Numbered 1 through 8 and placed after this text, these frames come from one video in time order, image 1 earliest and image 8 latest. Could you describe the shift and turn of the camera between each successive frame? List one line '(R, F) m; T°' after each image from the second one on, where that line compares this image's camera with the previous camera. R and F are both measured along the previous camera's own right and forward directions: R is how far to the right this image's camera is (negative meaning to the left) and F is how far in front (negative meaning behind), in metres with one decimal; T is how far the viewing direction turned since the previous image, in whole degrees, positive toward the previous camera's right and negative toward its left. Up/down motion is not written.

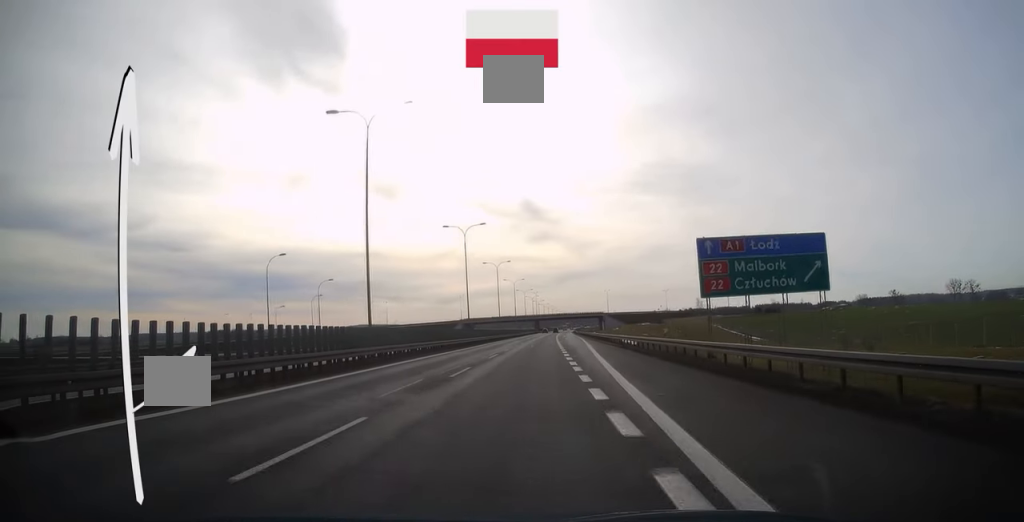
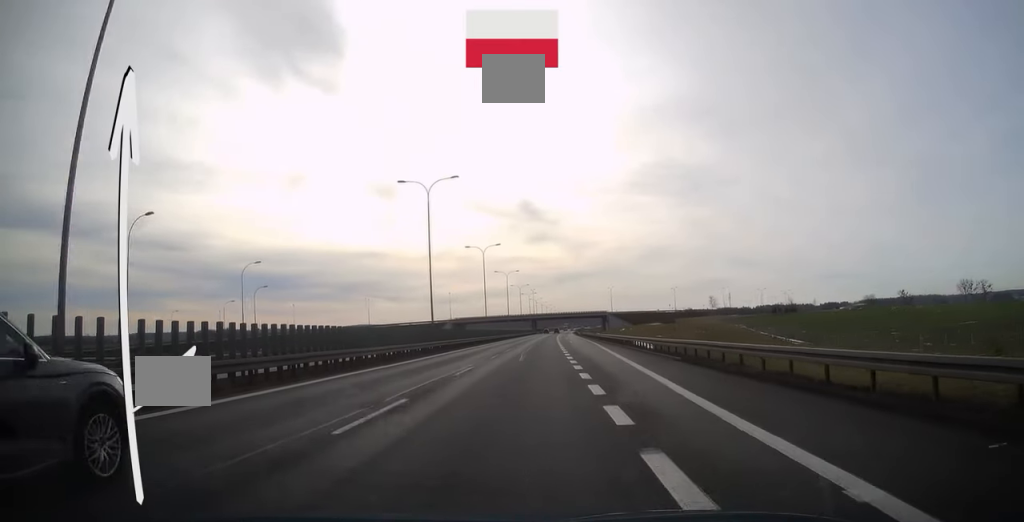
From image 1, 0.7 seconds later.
(+0.1, +22.5) m; 0°
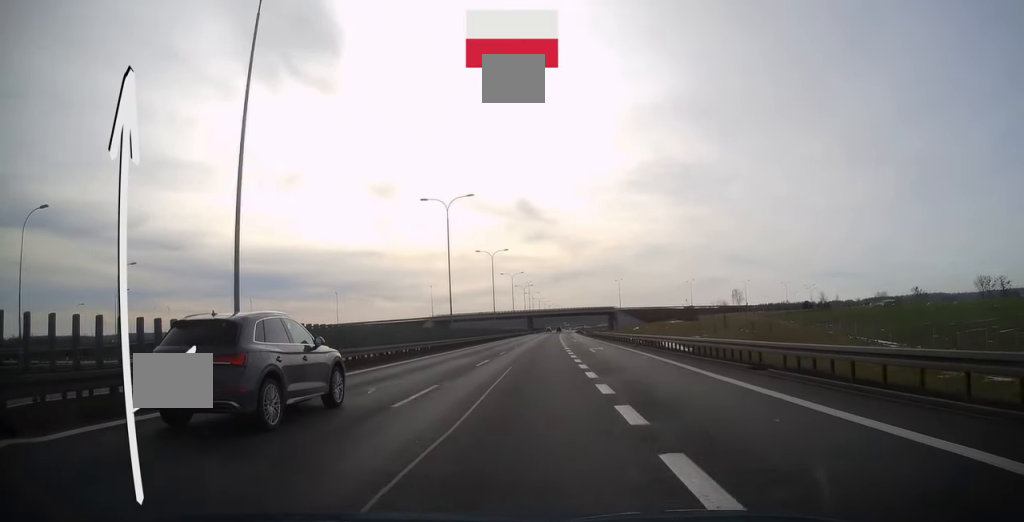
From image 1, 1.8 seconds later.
(+0.1, +32.2) m; 0°
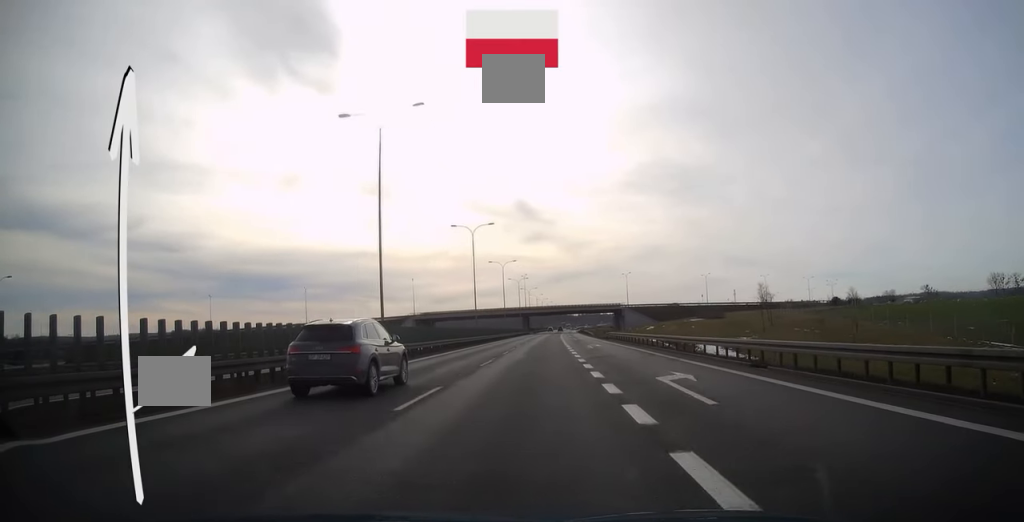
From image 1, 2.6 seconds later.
(0.0, +24.0) m; 0°
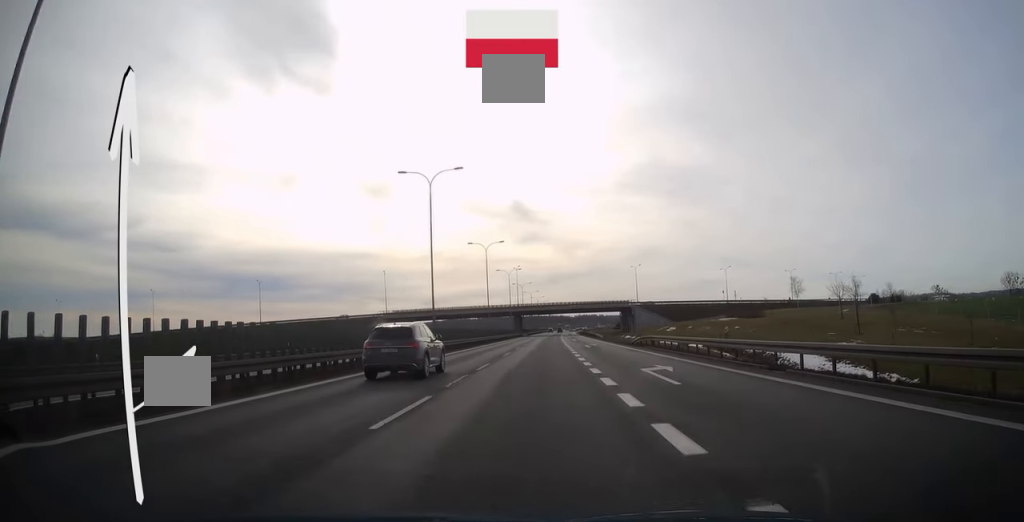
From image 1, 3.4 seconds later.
(0.0, +26.0) m; 0°
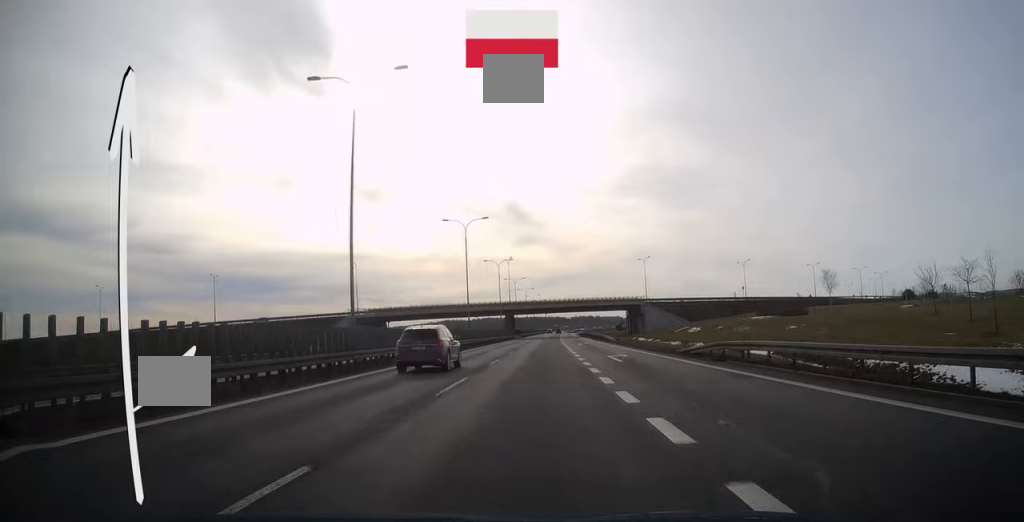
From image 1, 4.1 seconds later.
(+0.1, +19.4) m; 0°
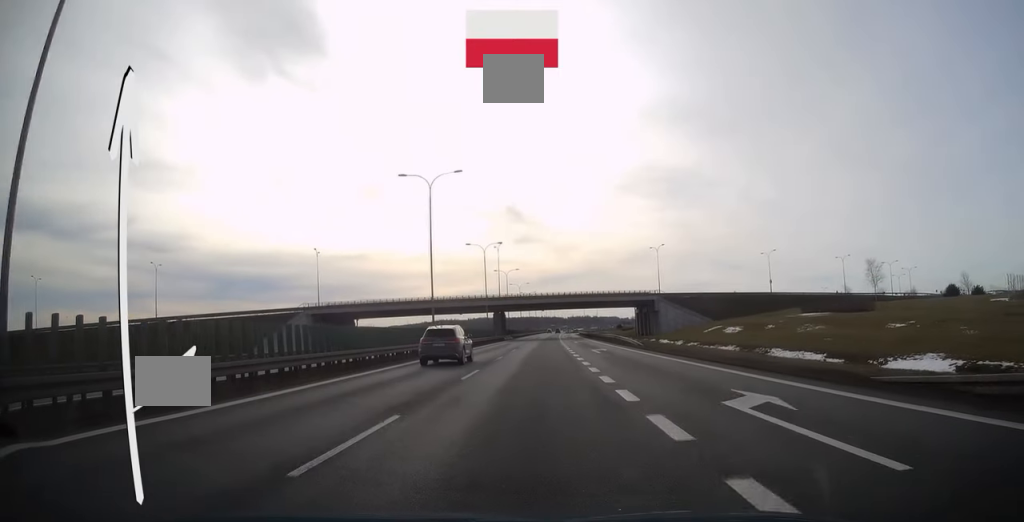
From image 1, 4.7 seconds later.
(0.0, +19.9) m; 0°
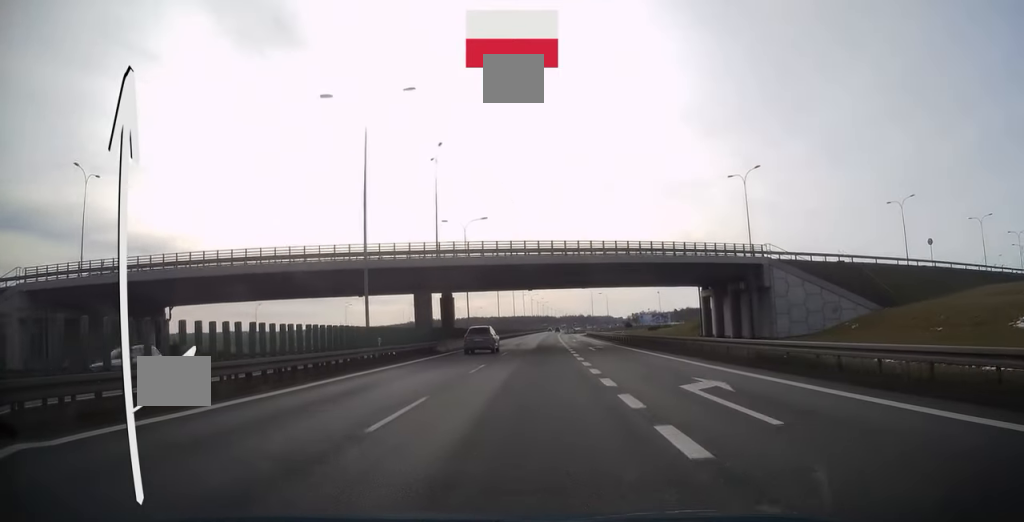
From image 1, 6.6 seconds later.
(+0.4, +57.0) m; +1°
